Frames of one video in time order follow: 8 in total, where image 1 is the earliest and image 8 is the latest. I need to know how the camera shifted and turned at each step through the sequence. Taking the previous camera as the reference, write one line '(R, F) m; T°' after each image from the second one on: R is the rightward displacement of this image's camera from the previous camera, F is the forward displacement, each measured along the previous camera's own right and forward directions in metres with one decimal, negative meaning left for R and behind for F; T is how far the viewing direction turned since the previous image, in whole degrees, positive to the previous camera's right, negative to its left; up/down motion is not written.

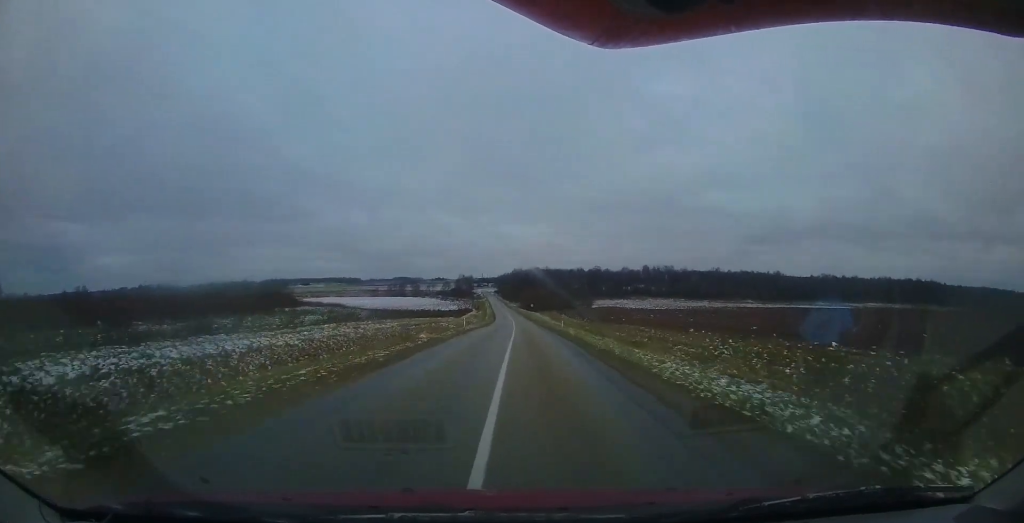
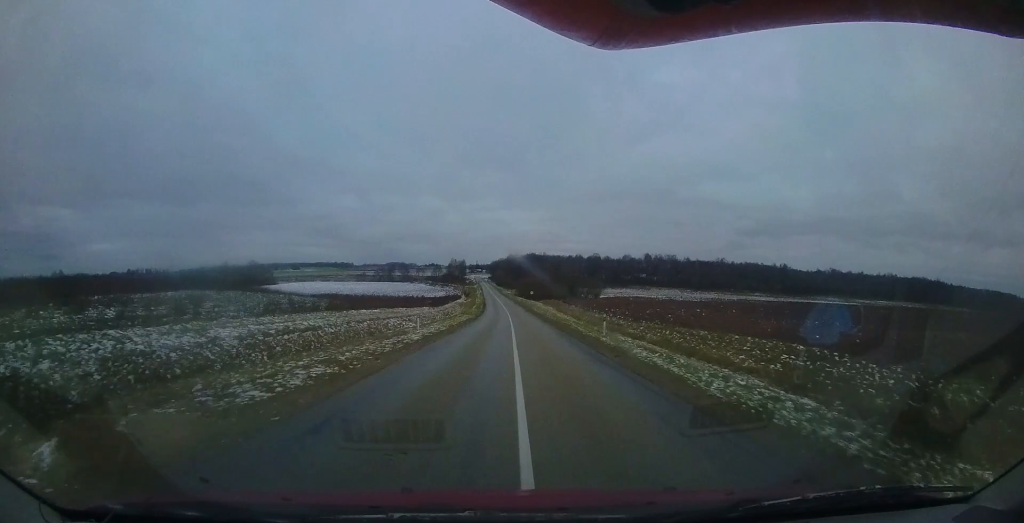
(+0.4, +15.6) m; +3°
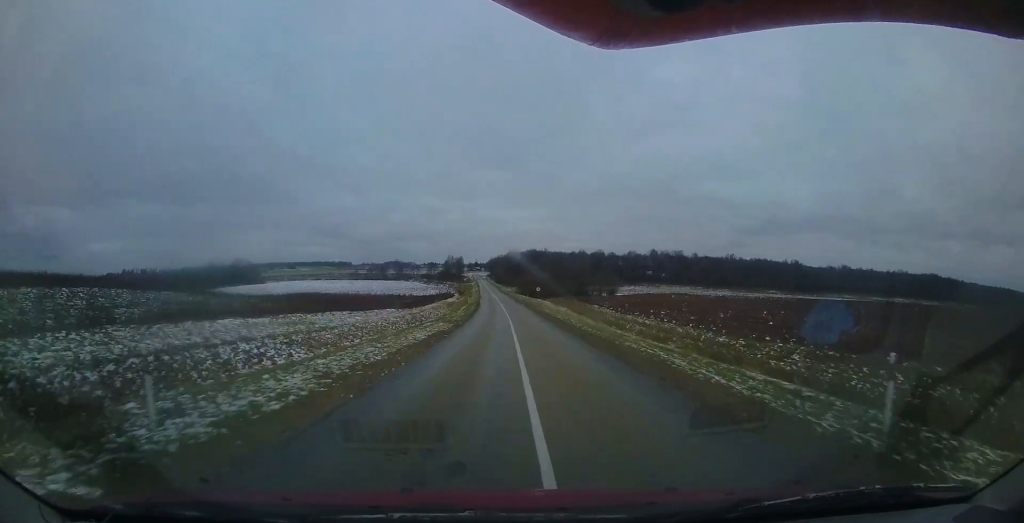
(+0.5, +13.8) m; +2°
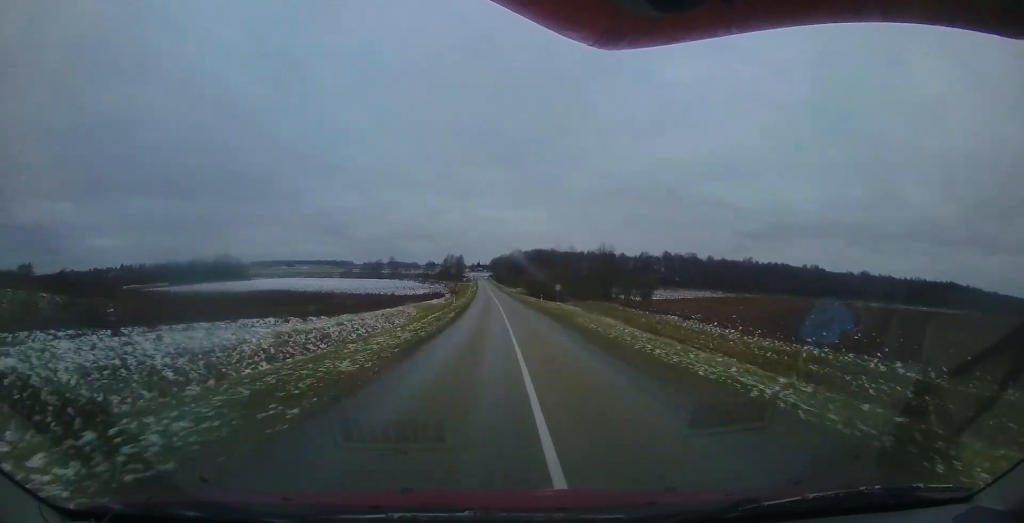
(+0.1, +17.7) m; 0°
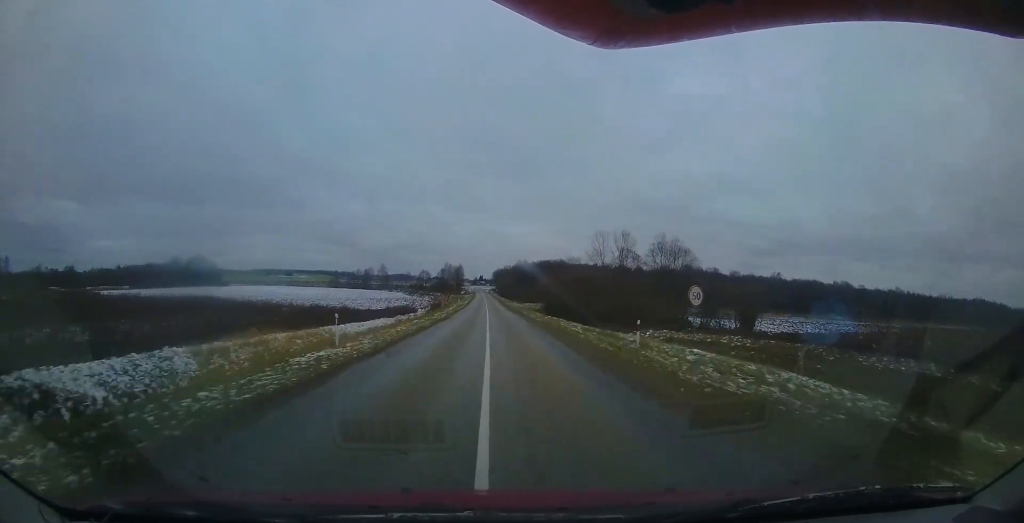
(-0.2, +26.2) m; 0°
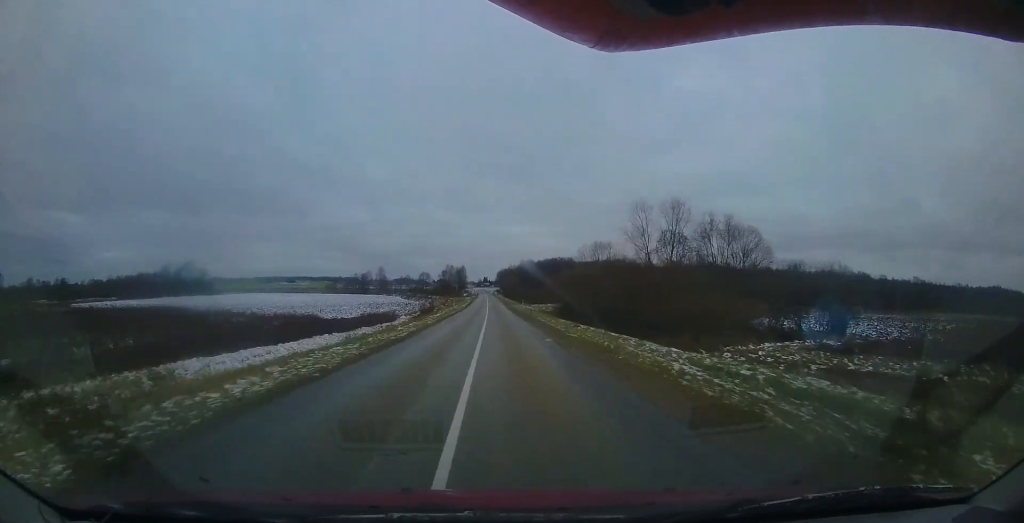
(+0.1, +11.4) m; 0°
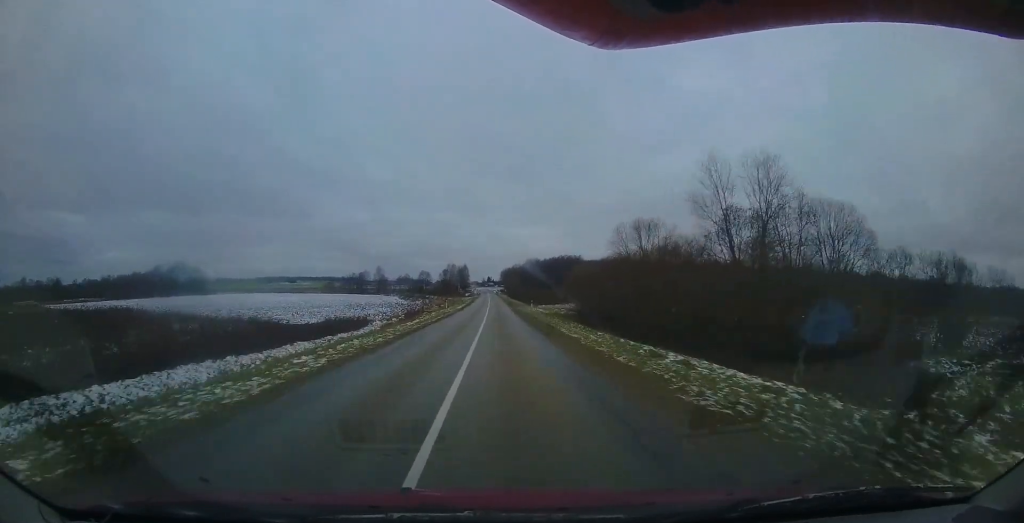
(+0.2, +9.9) m; 0°
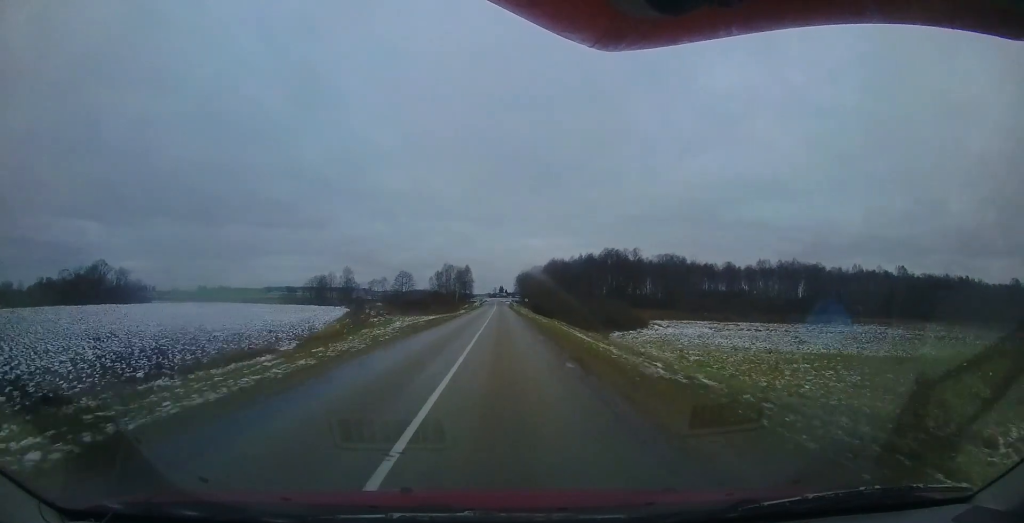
(+1.3, +58.7) m; +2°
